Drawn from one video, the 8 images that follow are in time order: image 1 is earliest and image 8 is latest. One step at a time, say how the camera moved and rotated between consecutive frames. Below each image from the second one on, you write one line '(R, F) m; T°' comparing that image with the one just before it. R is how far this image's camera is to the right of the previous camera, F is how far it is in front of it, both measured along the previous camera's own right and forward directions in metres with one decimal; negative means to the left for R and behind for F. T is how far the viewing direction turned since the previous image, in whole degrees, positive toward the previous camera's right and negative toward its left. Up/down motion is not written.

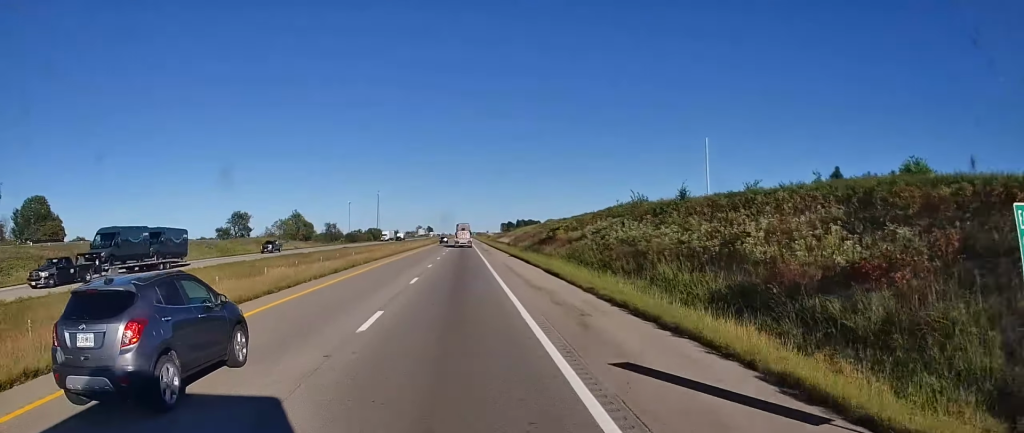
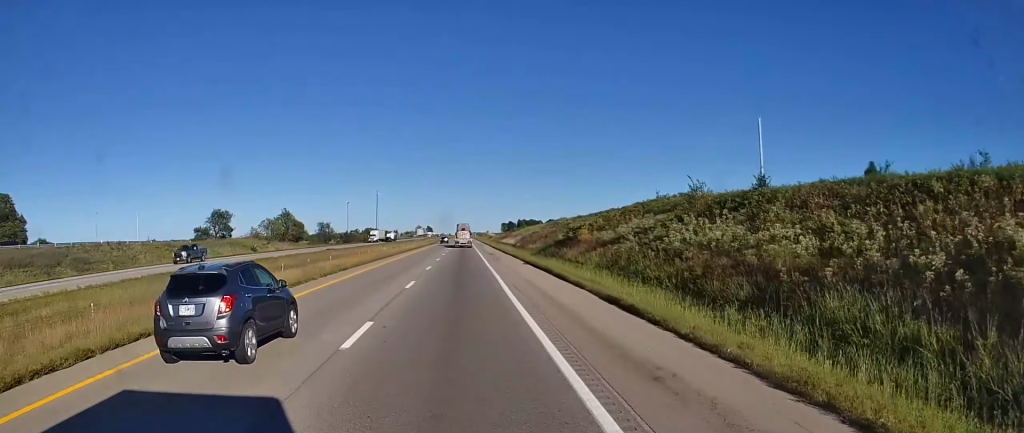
(0.0, +12.9) m; 0°
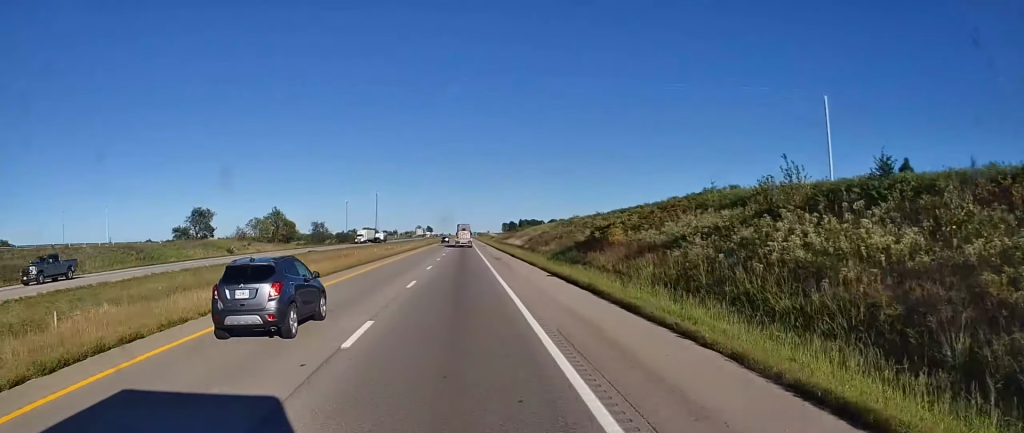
(-0.2, +12.7) m; 0°
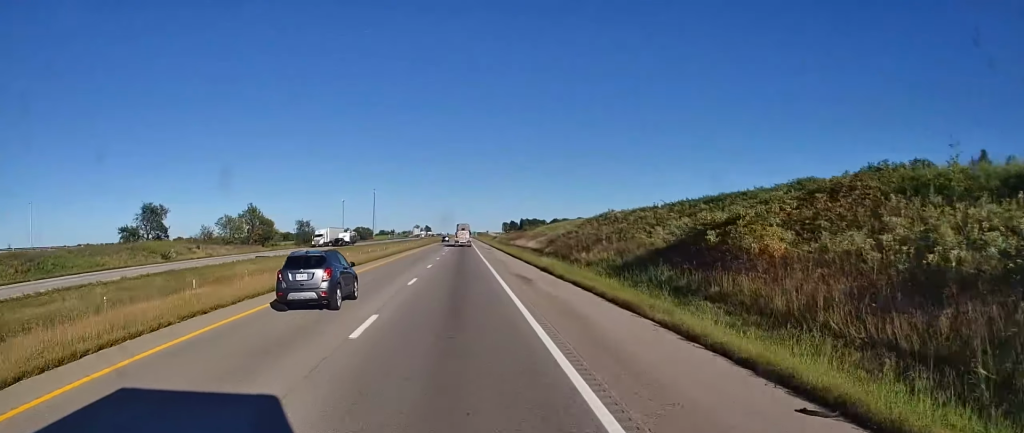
(+0.1, +22.8) m; 0°
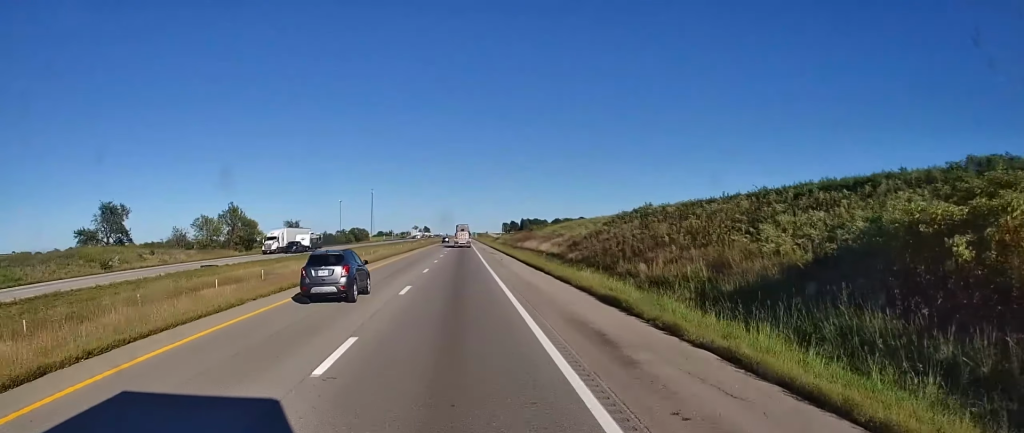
(+0.1, +14.3) m; 0°
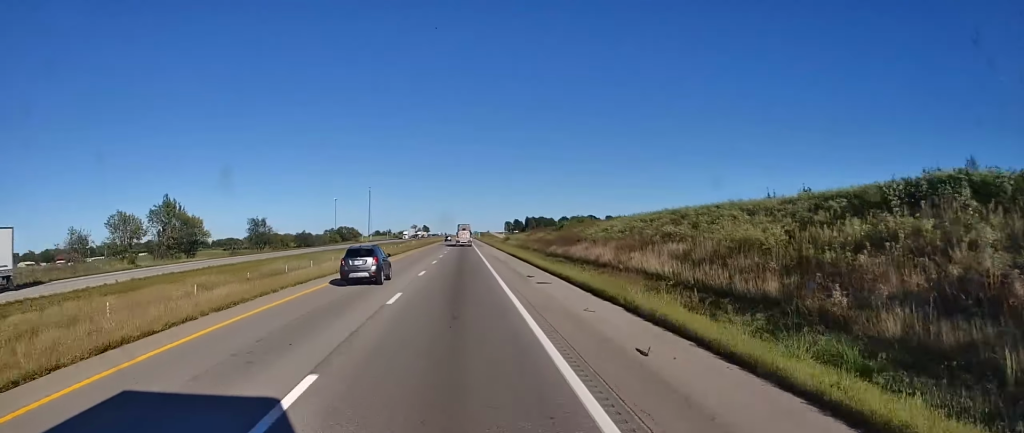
(-0.4, +39.6) m; 0°
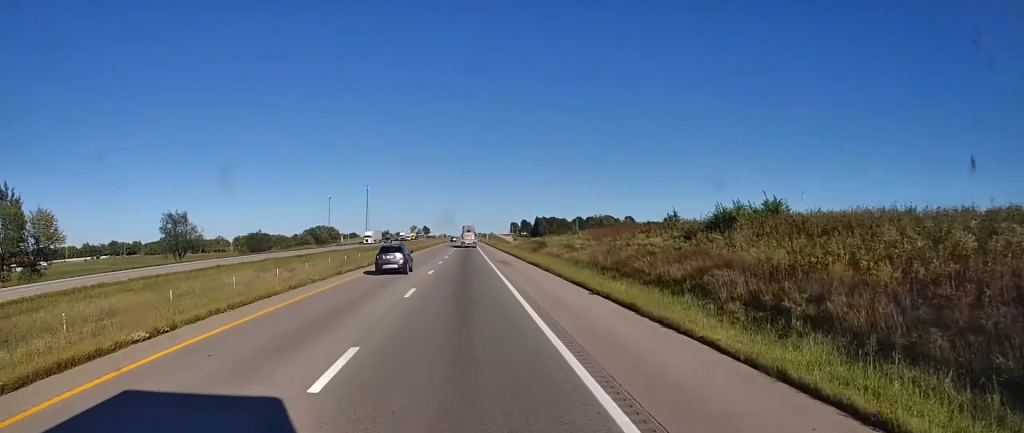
(+0.3, +57.0) m; 0°
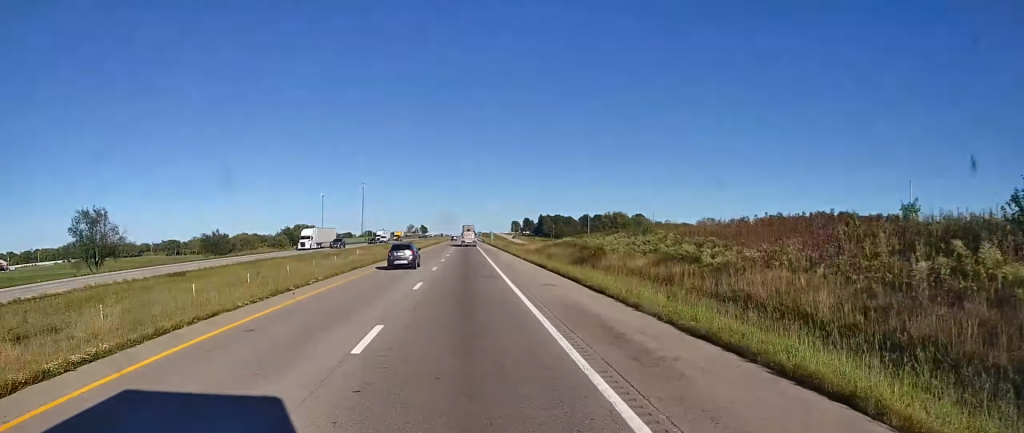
(-0.2, +33.8) m; 0°
